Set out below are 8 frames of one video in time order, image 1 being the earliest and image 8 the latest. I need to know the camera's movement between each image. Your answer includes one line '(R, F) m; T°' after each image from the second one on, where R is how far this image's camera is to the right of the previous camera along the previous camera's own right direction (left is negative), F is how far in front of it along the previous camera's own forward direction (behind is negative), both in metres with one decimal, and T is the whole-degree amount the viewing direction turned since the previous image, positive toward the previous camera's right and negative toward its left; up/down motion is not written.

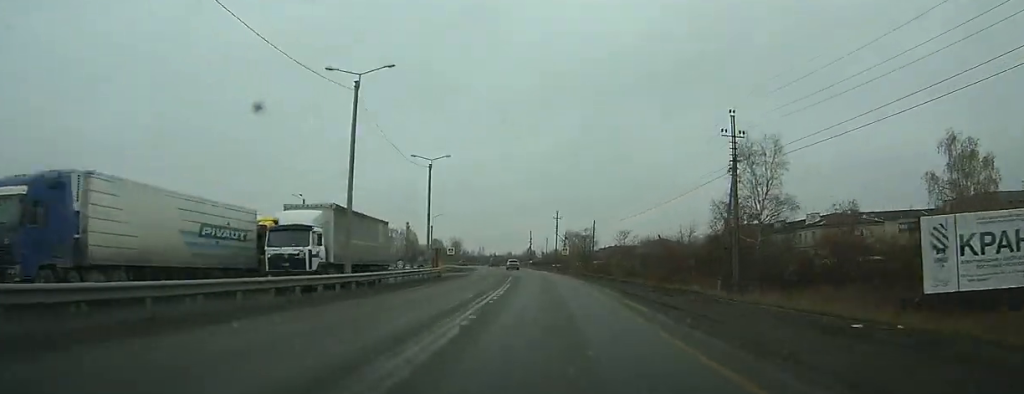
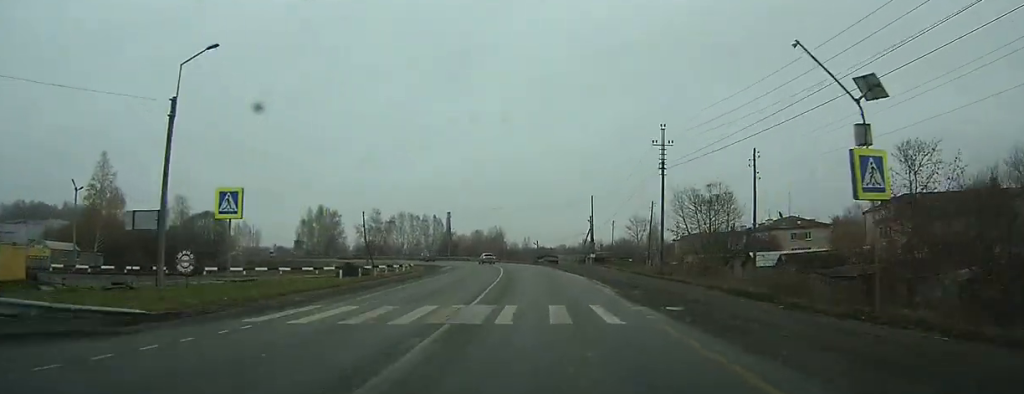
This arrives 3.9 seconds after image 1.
(-1.4, +69.6) m; -4°
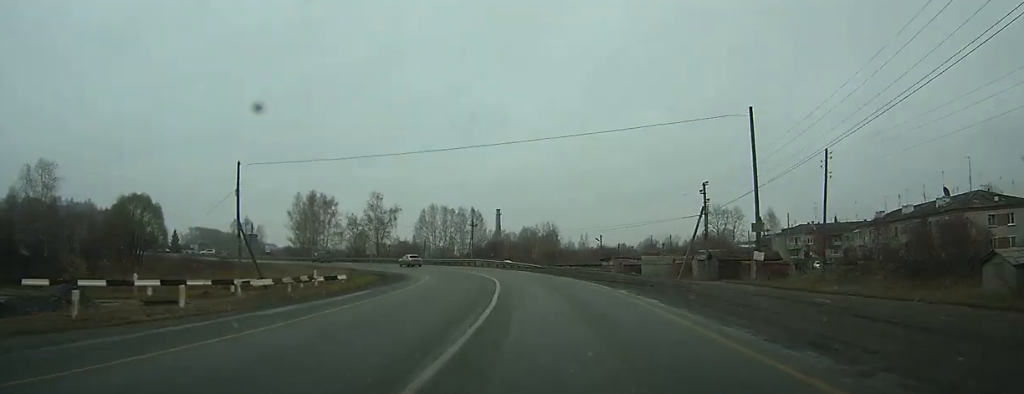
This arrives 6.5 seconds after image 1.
(-1.8, +42.8) m; -5°
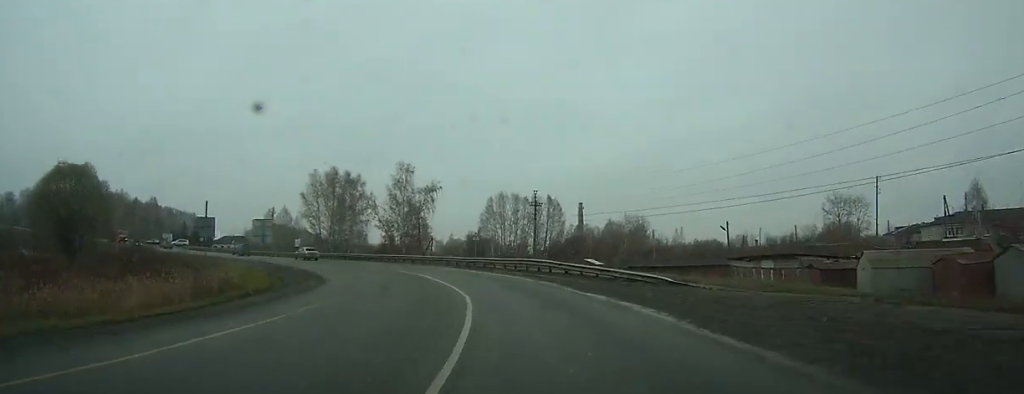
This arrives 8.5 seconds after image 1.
(-1.5, +33.0) m; -7°
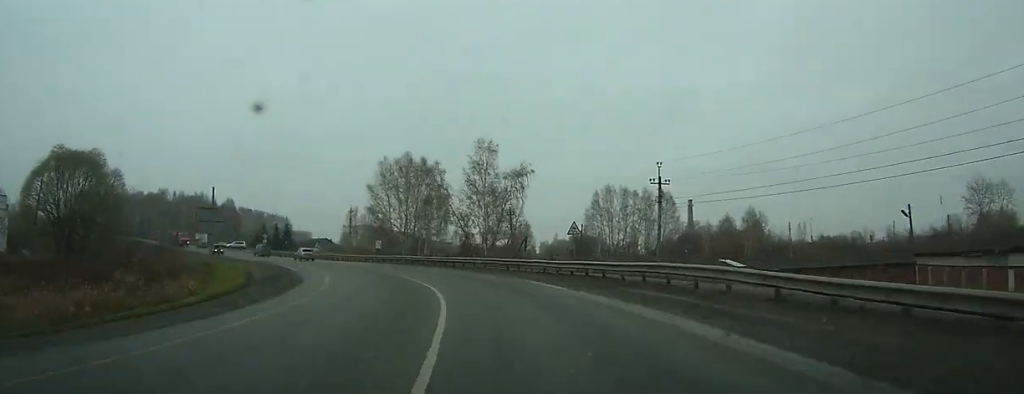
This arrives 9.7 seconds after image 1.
(+0.1, +18.3) m; -5°
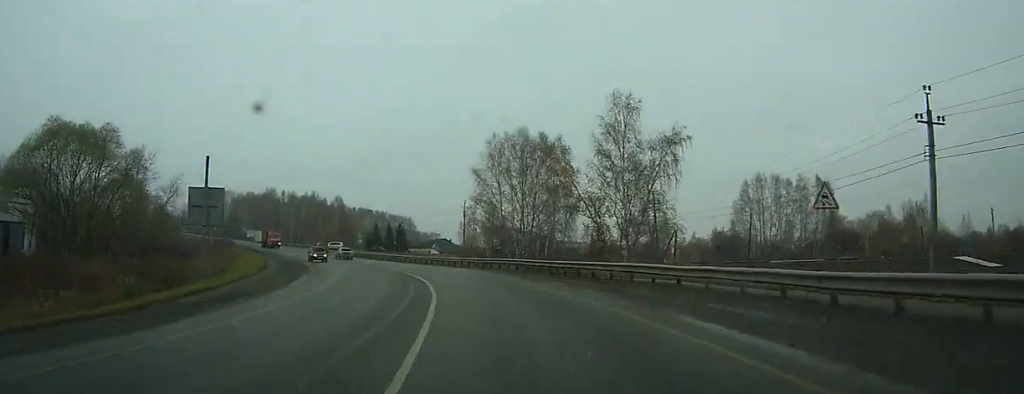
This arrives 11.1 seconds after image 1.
(-1.9, +18.8) m; -10°
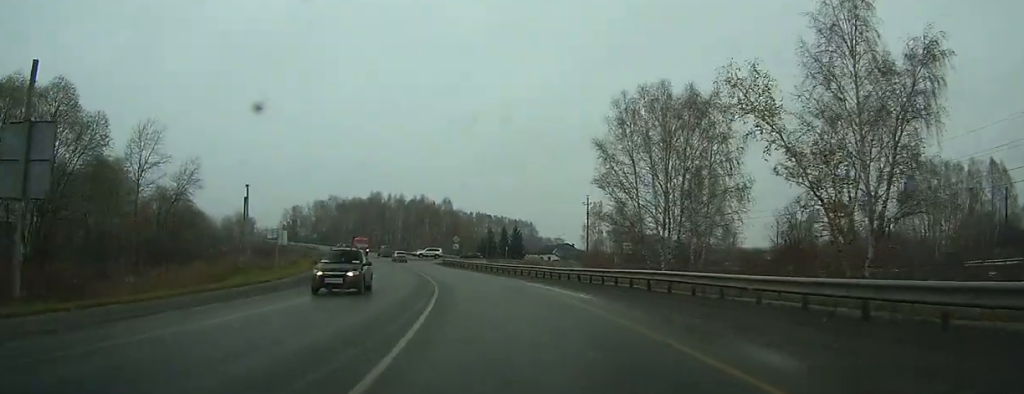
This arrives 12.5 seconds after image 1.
(-2.2, +20.0) m; -11°
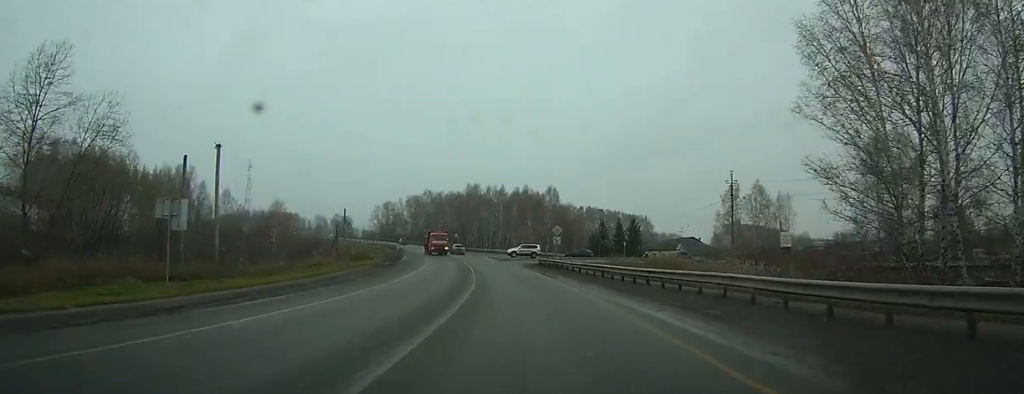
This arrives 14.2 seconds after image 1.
(-2.6, +23.4) m; -11°
